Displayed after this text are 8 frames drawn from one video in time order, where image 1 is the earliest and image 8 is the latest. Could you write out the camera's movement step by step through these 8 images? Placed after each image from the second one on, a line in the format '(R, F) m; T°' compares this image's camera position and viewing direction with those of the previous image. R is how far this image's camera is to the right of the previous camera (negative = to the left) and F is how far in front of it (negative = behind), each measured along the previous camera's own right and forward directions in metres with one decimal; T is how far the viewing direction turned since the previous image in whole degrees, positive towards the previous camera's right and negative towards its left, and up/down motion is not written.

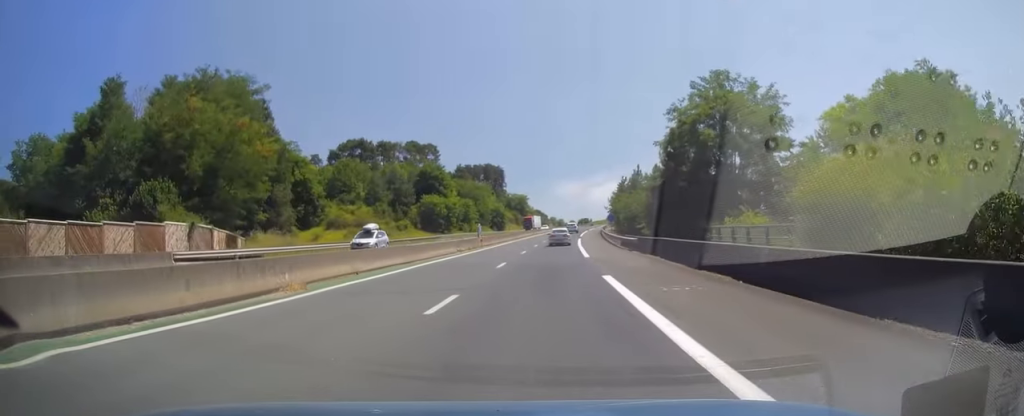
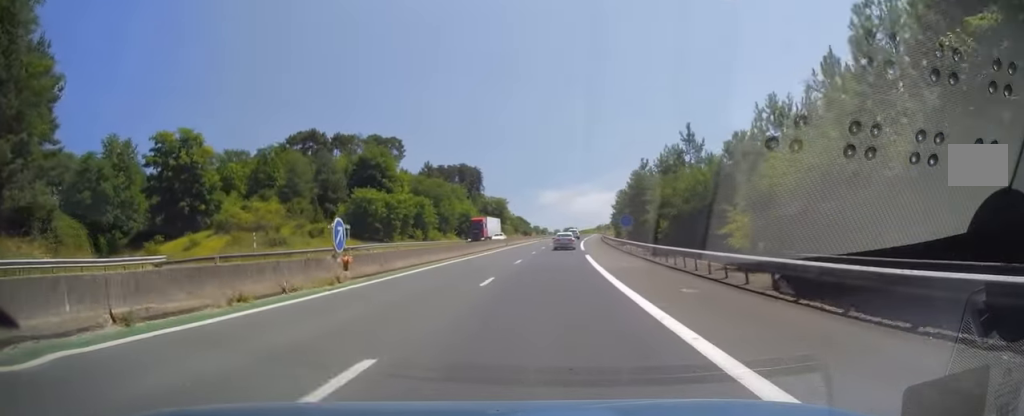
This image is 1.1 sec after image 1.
(+0.5, +32.7) m; +2°
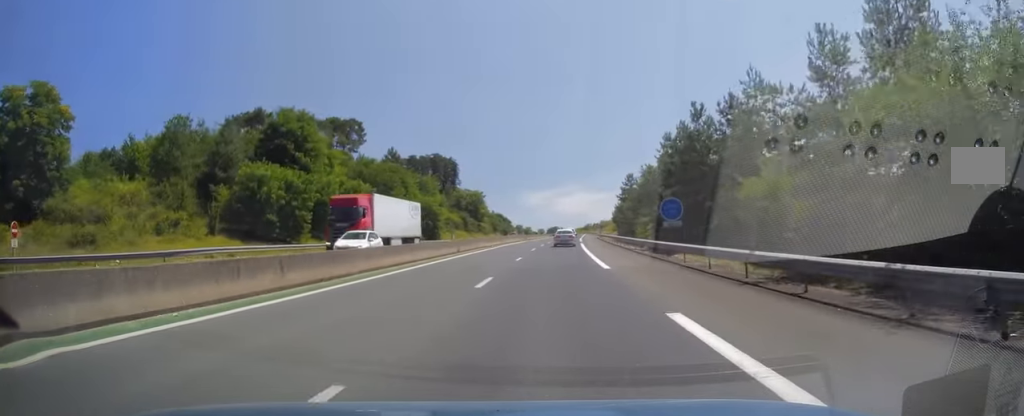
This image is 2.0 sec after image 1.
(+0.4, +27.5) m; +1°
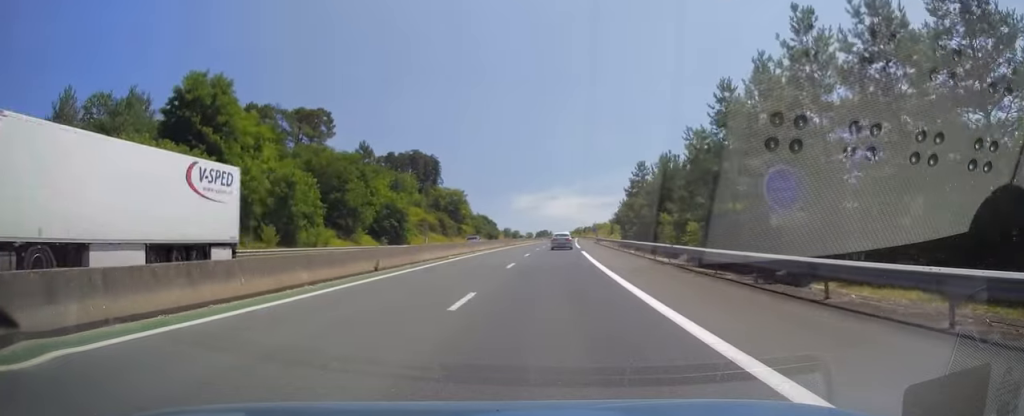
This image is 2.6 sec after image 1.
(+0.1, +17.0) m; +1°
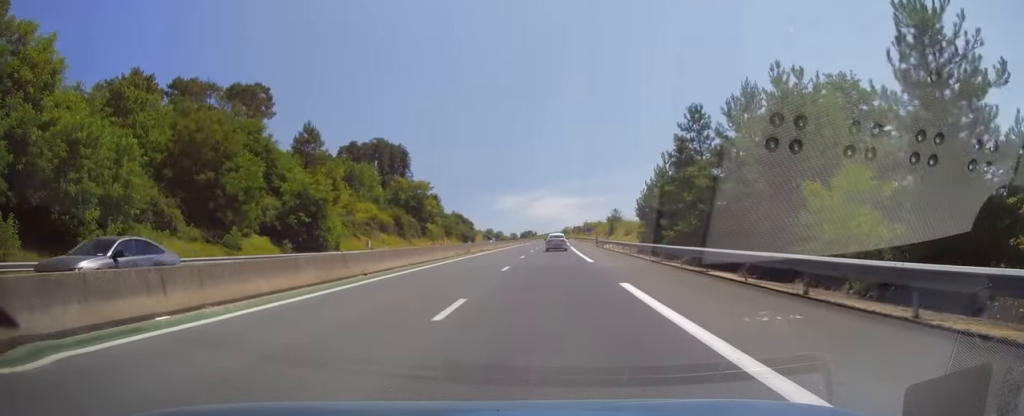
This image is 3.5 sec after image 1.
(0.0, +27.2) m; +1°
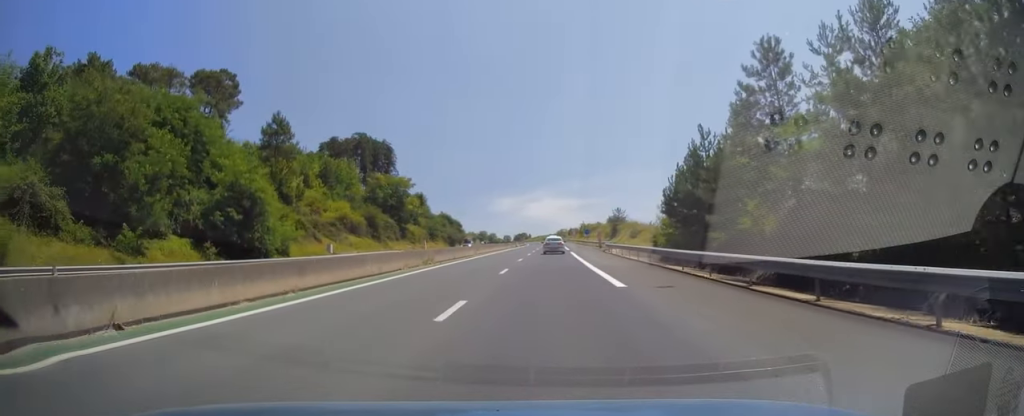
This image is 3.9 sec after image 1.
(+0.2, +12.7) m; +1°
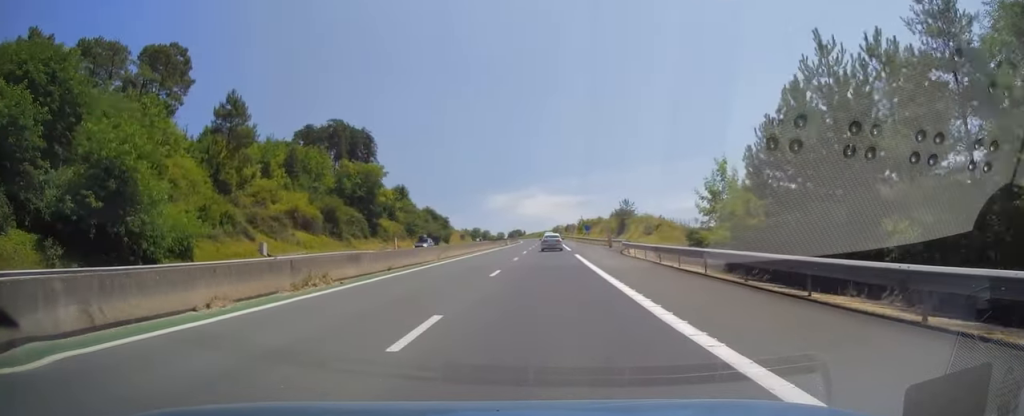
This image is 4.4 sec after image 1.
(+0.3, +15.7) m; +1°
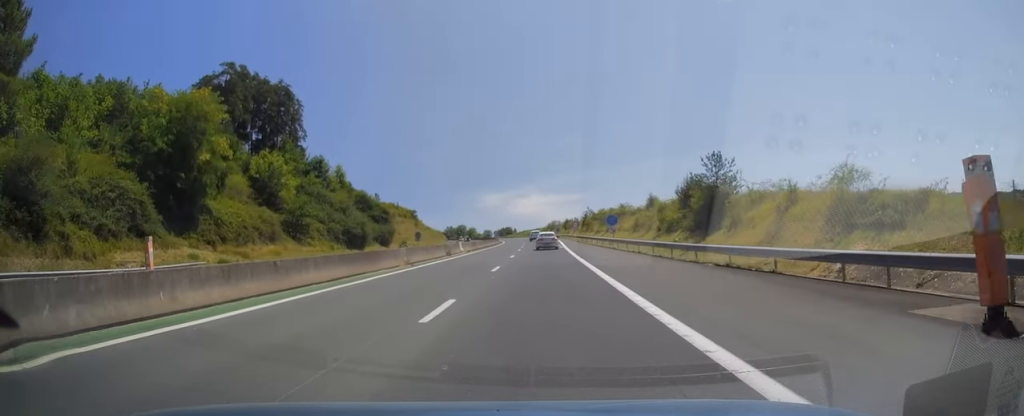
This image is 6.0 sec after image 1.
(+0.6, +49.5) m; +1°
